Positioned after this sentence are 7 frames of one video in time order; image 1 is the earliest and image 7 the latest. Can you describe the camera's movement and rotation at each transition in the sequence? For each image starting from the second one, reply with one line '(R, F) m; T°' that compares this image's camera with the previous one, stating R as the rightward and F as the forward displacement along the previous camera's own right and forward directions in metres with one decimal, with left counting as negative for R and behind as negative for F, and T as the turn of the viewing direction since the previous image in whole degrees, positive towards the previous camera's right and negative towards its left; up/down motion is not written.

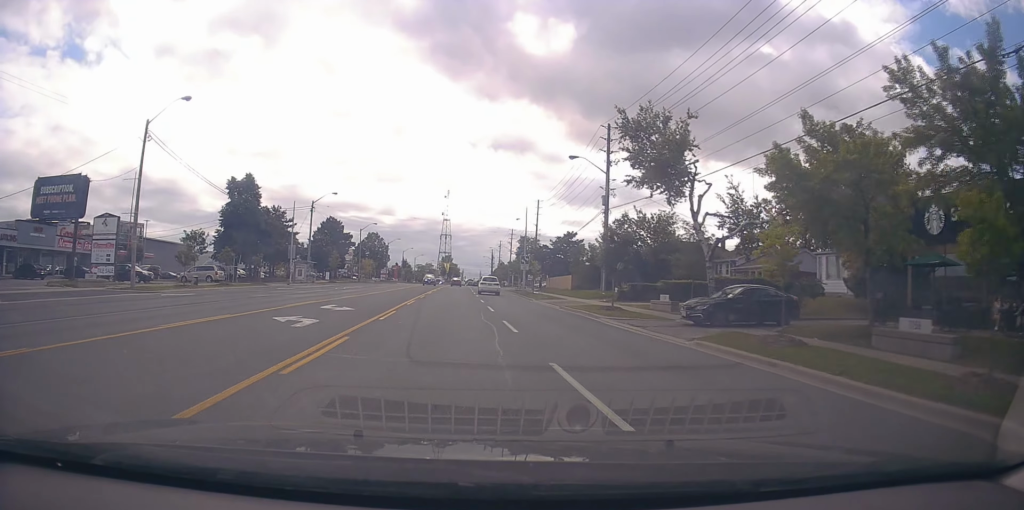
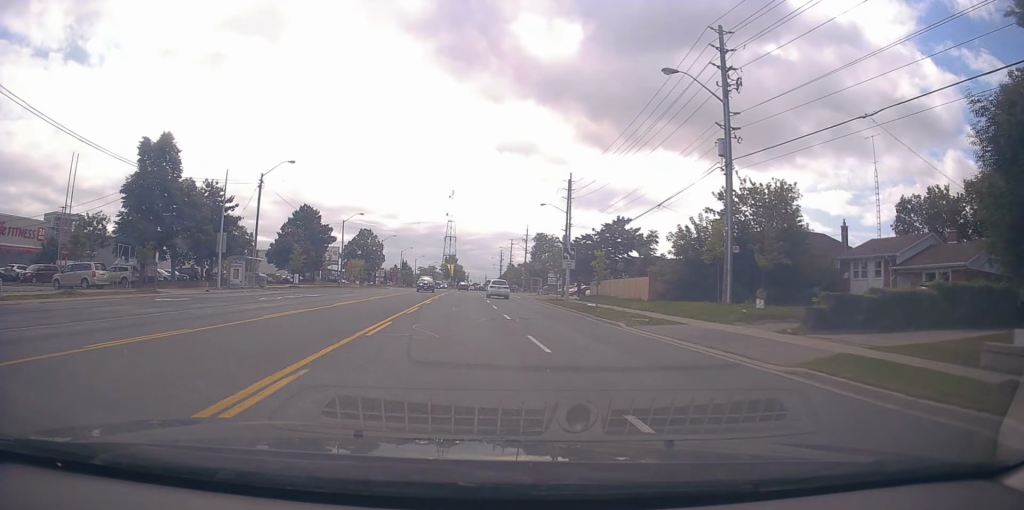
(+0.1, +21.8) m; -1°
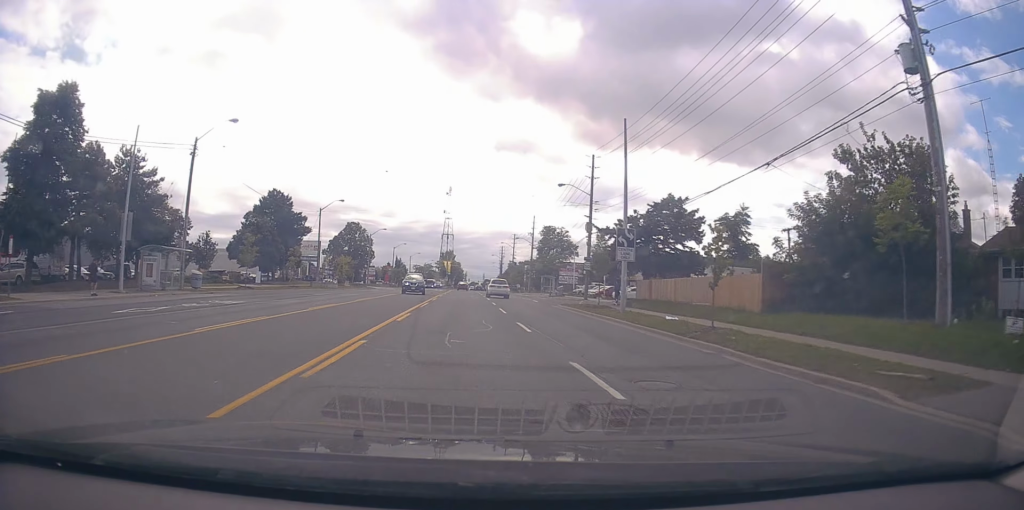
(-0.4, +14.0) m; -1°
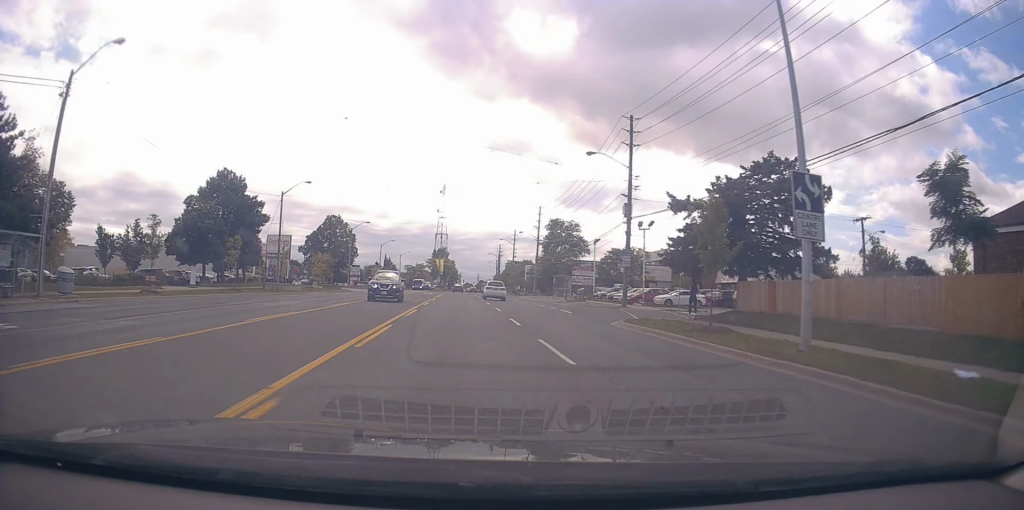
(+0.2, +14.8) m; +1°
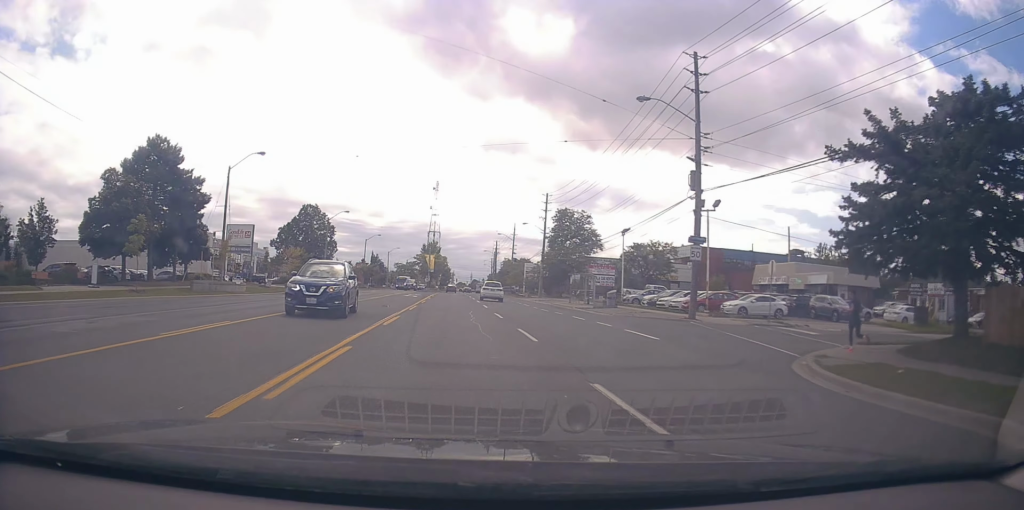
(+0.1, +13.8) m; +1°
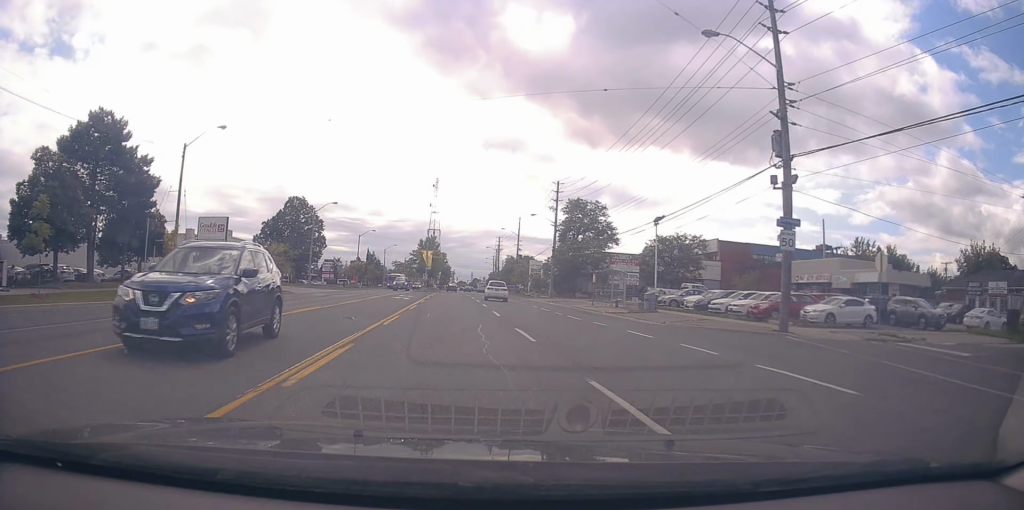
(0.0, +8.8) m; 0°
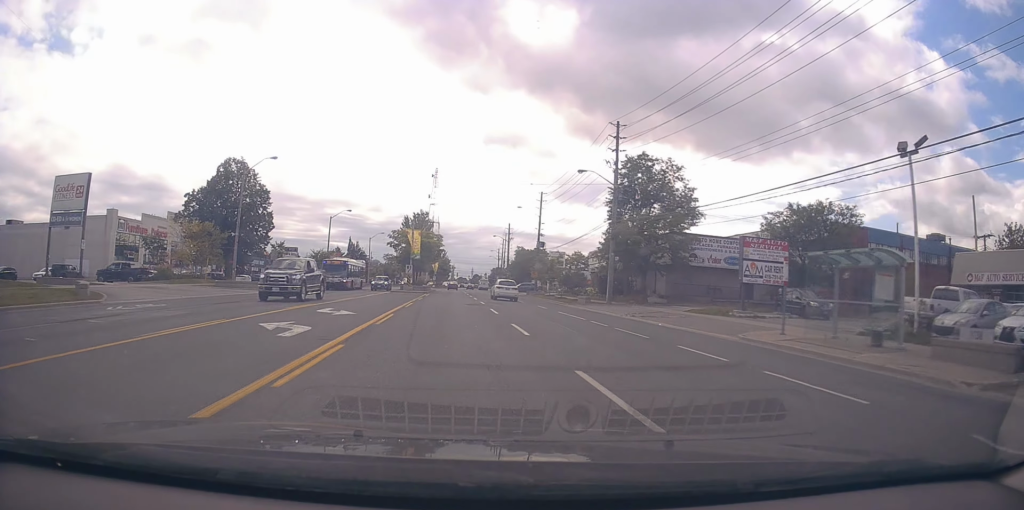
(-0.2, +27.5) m; 0°
